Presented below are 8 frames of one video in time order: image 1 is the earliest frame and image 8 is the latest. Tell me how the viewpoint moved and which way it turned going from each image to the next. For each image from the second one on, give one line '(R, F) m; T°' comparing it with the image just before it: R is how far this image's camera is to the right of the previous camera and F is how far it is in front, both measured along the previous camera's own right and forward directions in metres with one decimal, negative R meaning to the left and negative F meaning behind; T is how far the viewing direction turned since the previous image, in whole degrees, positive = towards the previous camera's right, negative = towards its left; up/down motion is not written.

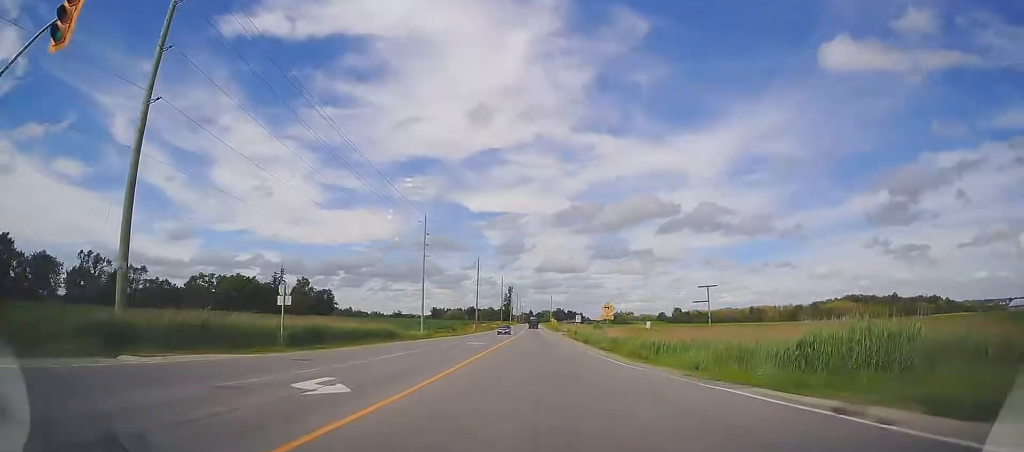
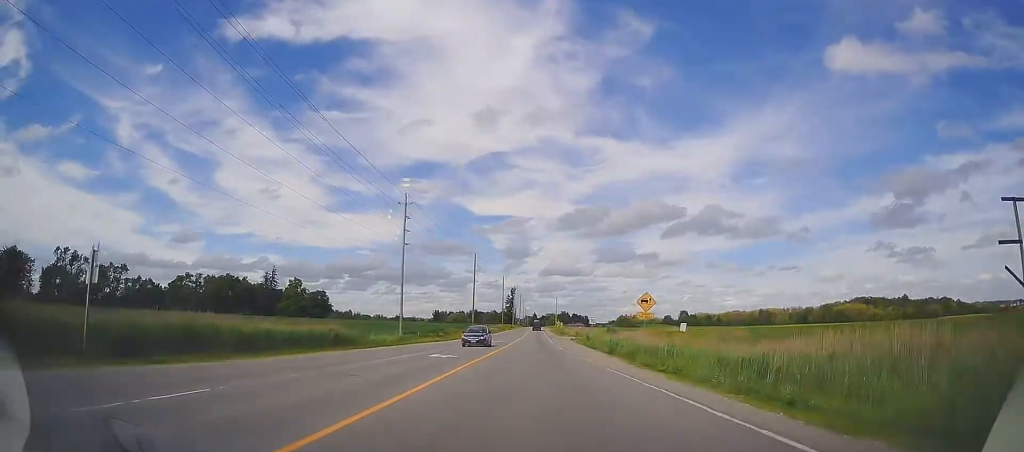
(-0.2, +13.5) m; -1°
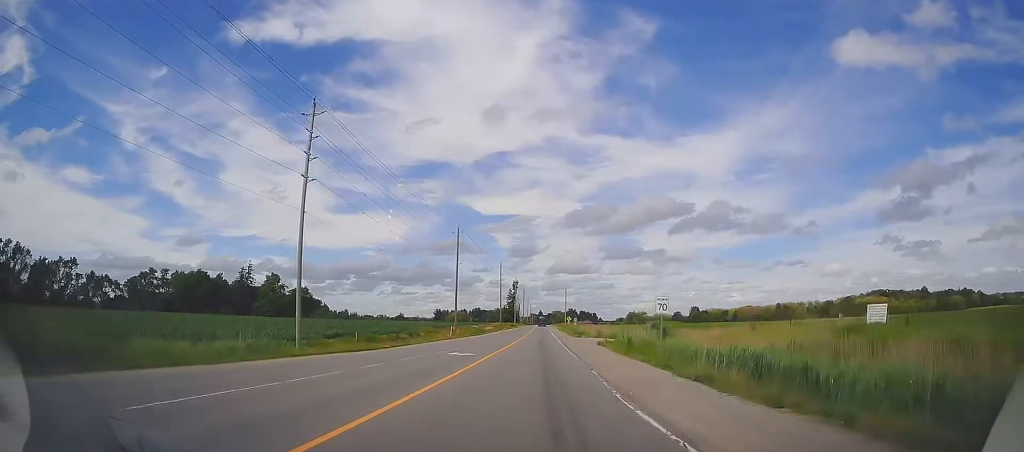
(-0.2, +28.5) m; -2°
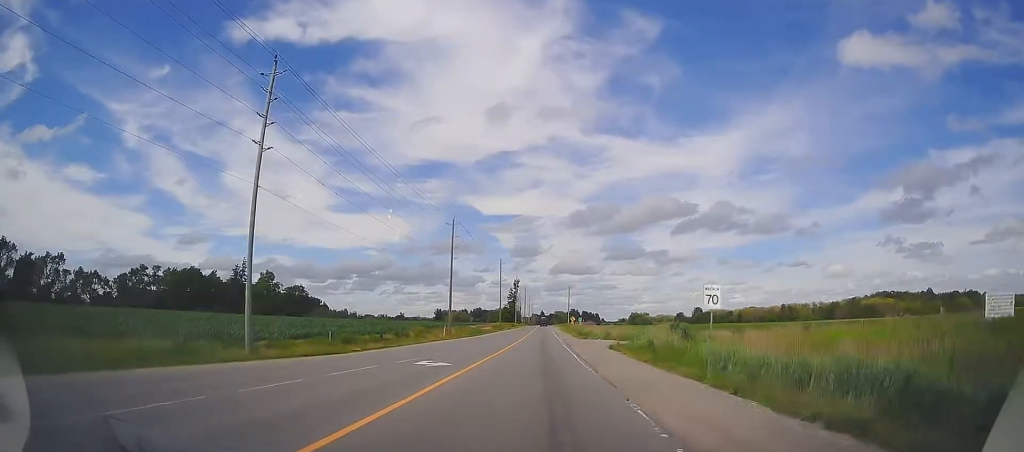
(0.0, +7.1) m; 0°
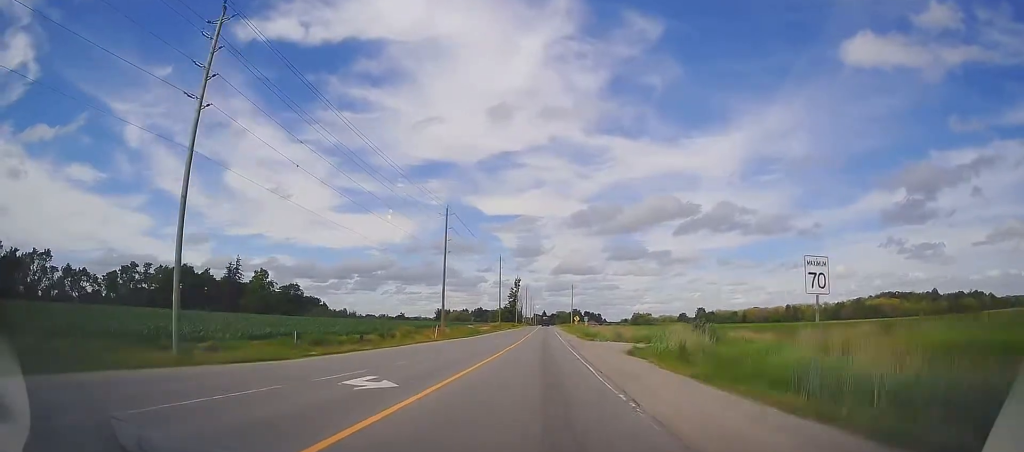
(0.0, +6.7) m; 0°
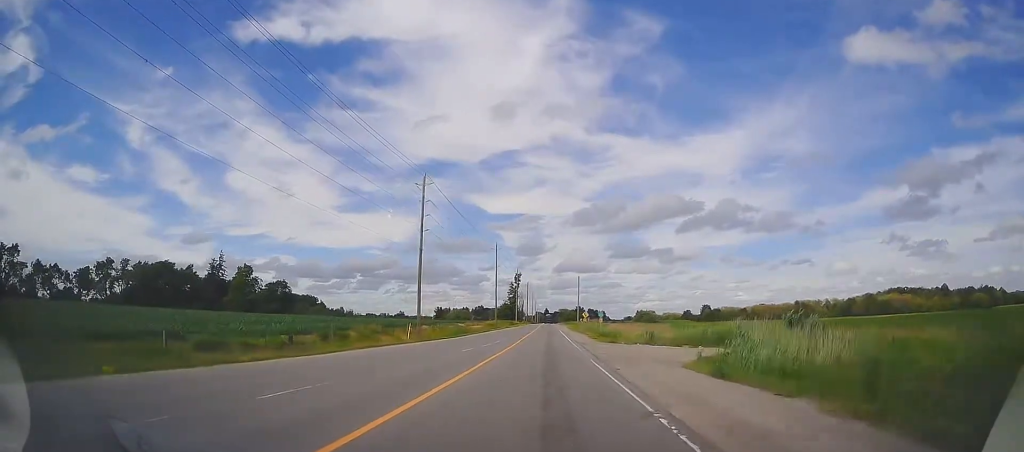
(+0.2, +15.1) m; -1°
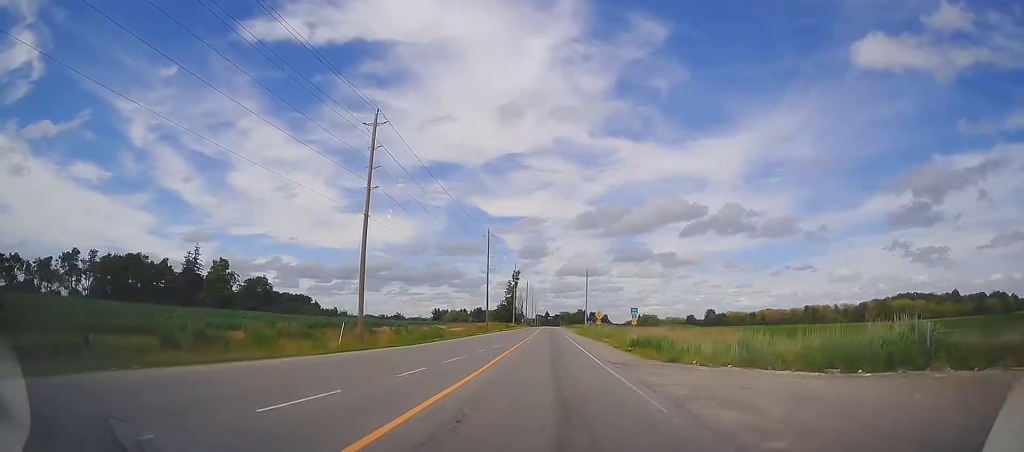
(-0.5, +18.7) m; -1°
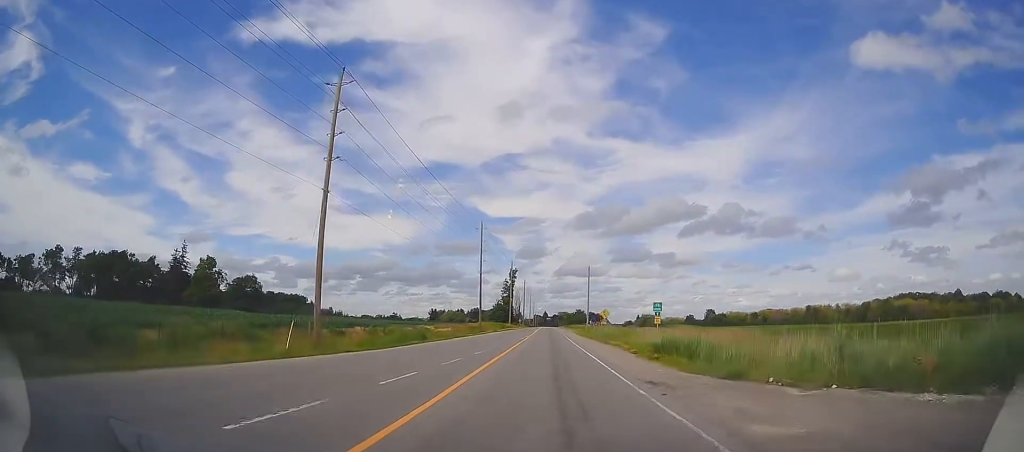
(+0.1, +7.7) m; 0°
